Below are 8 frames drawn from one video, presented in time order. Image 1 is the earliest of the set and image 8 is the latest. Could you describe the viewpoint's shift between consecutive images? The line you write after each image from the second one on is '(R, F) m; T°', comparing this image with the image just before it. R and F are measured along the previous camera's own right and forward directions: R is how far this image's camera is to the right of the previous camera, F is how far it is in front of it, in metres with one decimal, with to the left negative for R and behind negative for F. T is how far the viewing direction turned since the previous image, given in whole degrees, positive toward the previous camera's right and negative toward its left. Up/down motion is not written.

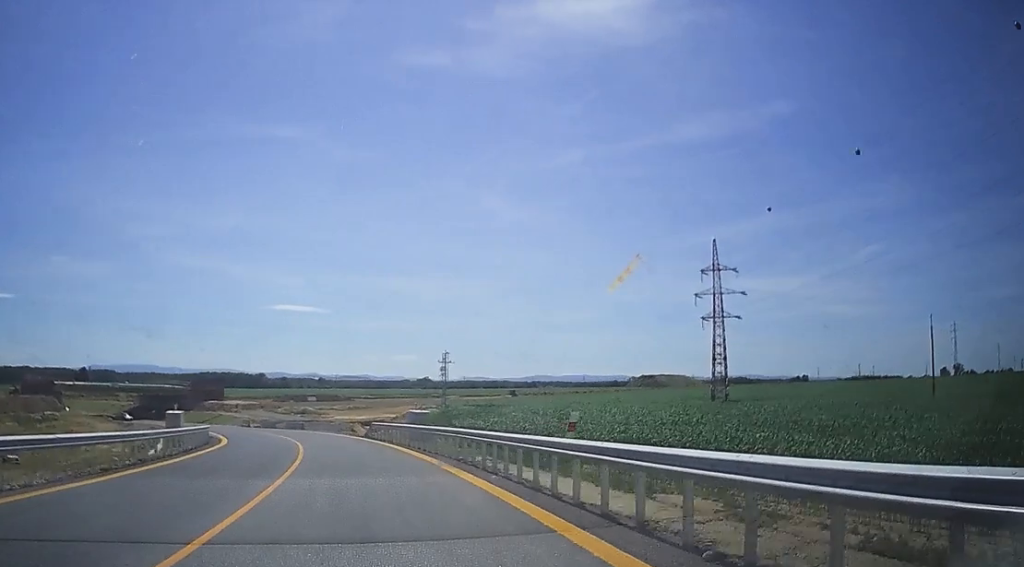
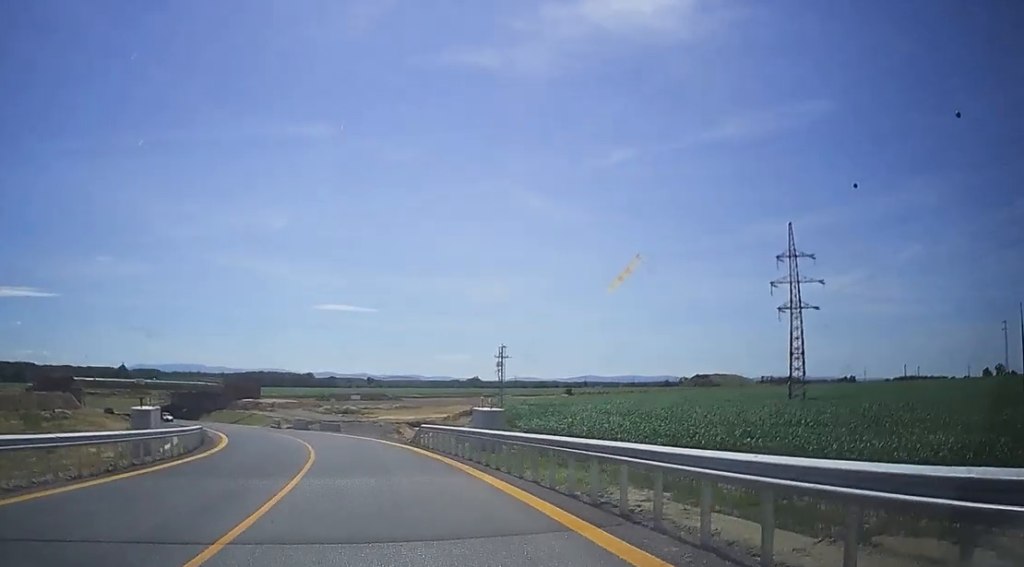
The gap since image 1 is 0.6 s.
(-0.4, +11.2) m; -2°
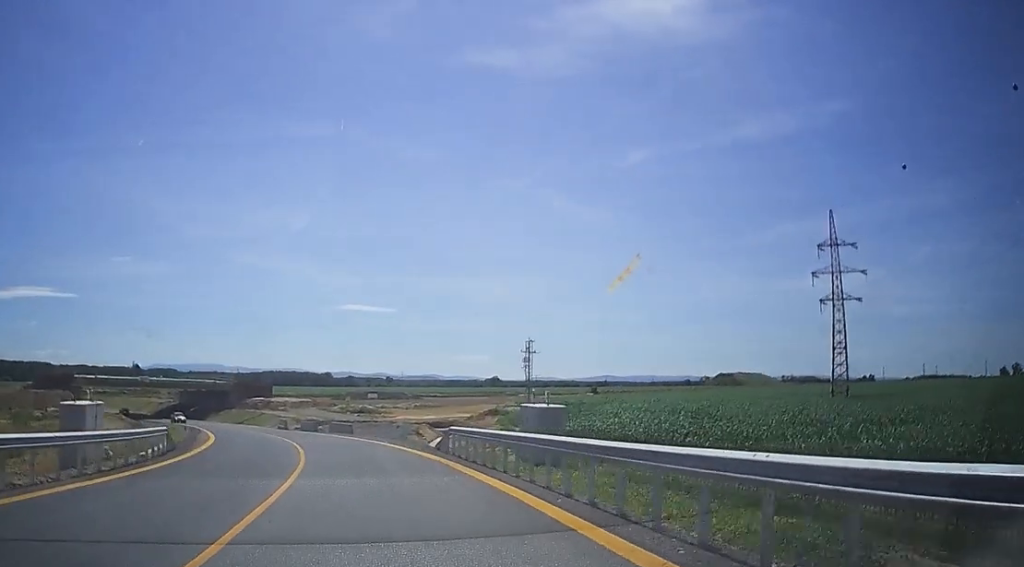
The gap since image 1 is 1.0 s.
(0.0, +8.2) m; -2°
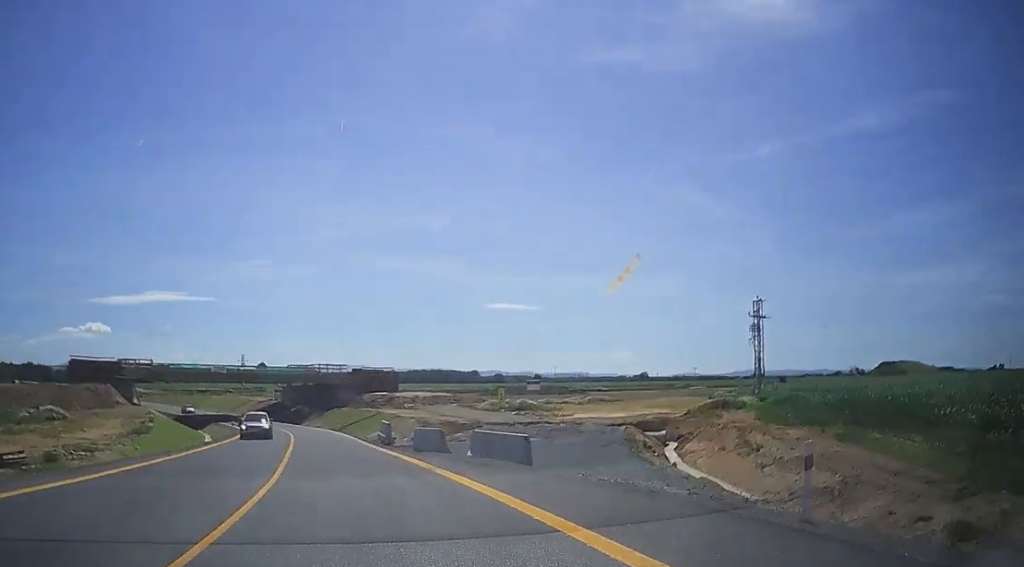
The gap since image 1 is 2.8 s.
(-3.1, +32.9) m; -15°
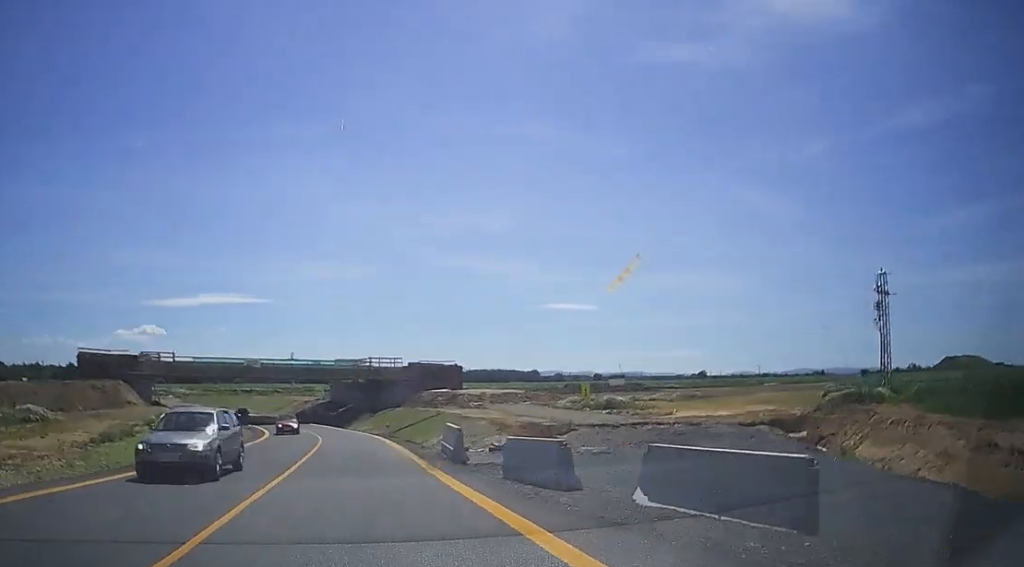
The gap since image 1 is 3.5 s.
(-0.8, +13.3) m; -7°
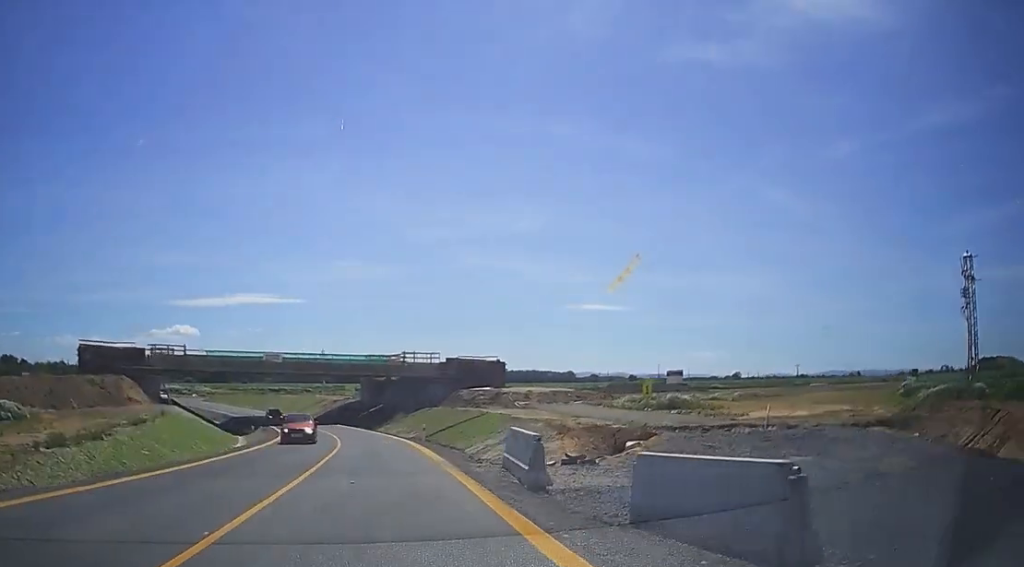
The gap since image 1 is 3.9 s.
(-0.5, +8.2) m; -3°
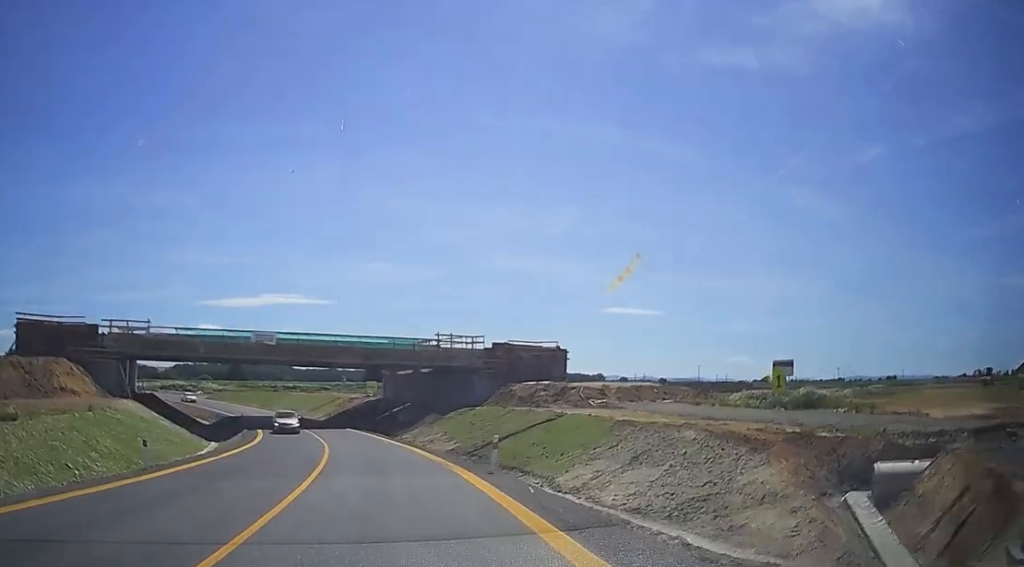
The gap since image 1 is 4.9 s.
(-1.2, +18.3) m; -4°
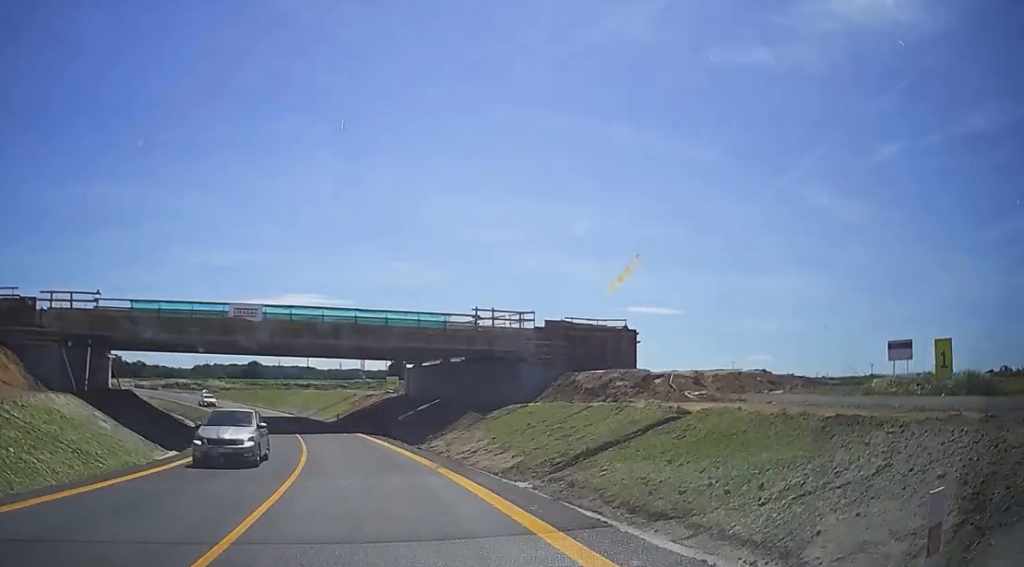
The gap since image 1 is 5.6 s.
(0.0, +13.8) m; 0°
